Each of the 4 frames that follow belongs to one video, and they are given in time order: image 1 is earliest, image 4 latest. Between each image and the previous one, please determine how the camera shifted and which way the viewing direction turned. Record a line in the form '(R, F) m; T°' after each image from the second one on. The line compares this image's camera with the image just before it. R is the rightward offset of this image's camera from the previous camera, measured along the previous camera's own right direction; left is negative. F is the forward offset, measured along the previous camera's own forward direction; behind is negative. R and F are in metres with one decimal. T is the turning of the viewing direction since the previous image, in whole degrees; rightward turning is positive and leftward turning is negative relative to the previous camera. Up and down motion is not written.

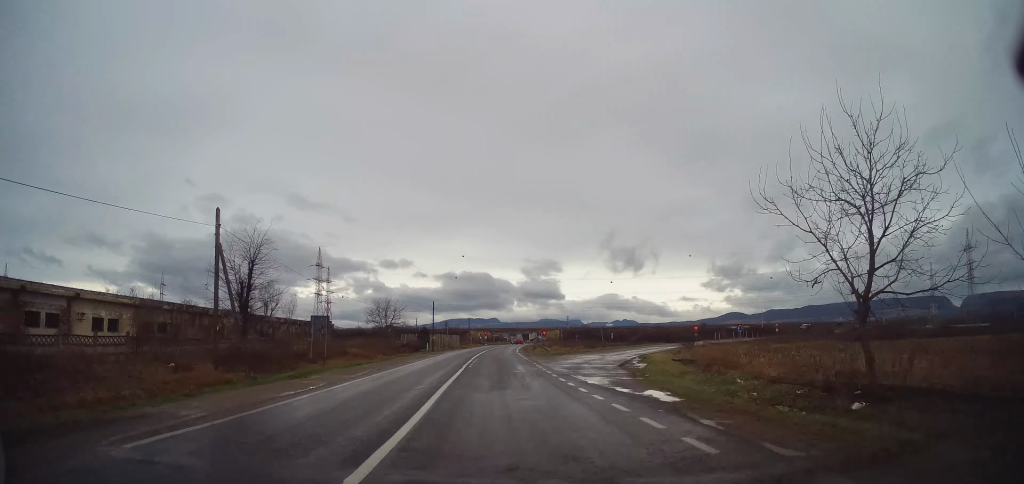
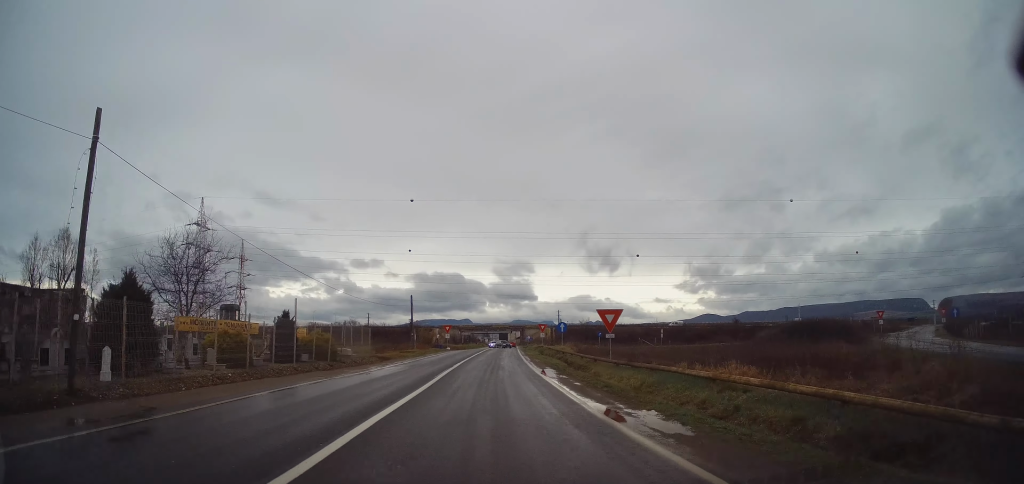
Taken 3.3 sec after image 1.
(+1.3, +58.8) m; +3°
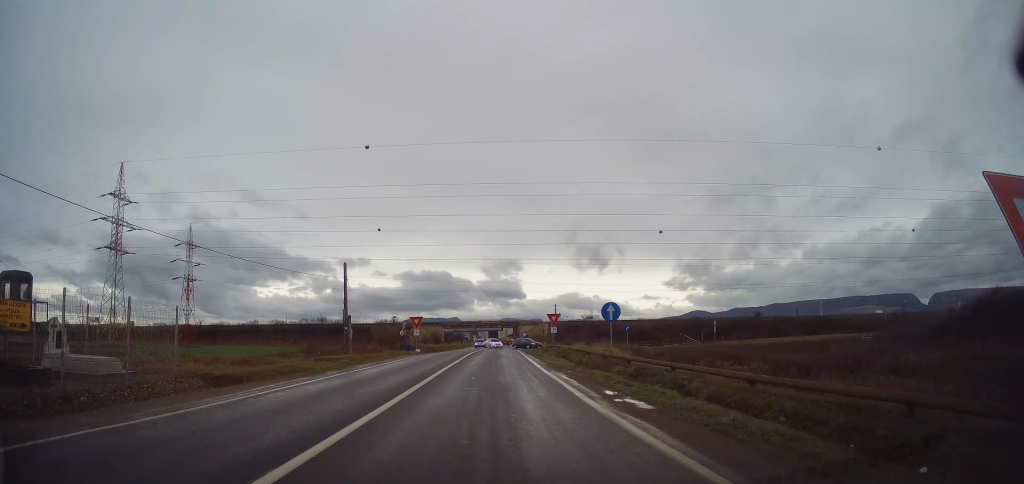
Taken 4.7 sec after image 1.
(+0.2, +23.7) m; +1°
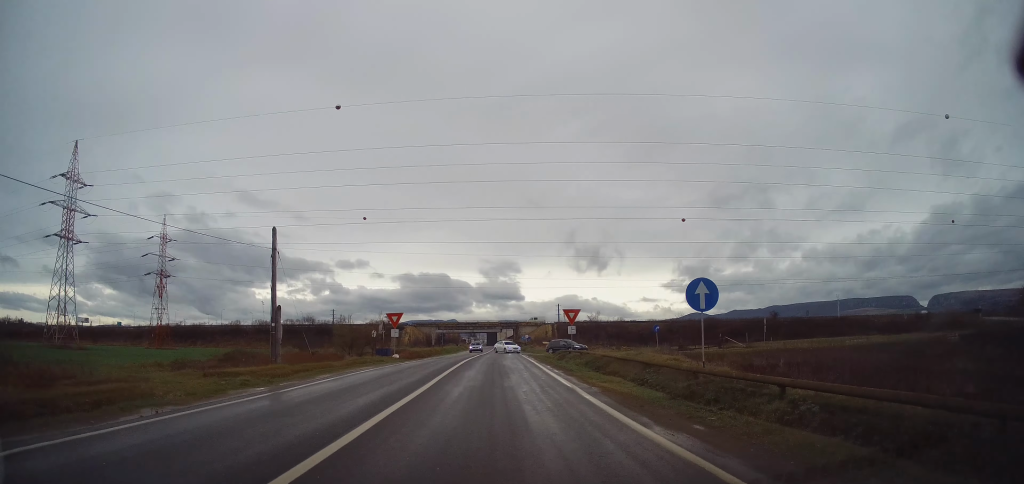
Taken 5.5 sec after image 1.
(0.0, +12.0) m; +1°
